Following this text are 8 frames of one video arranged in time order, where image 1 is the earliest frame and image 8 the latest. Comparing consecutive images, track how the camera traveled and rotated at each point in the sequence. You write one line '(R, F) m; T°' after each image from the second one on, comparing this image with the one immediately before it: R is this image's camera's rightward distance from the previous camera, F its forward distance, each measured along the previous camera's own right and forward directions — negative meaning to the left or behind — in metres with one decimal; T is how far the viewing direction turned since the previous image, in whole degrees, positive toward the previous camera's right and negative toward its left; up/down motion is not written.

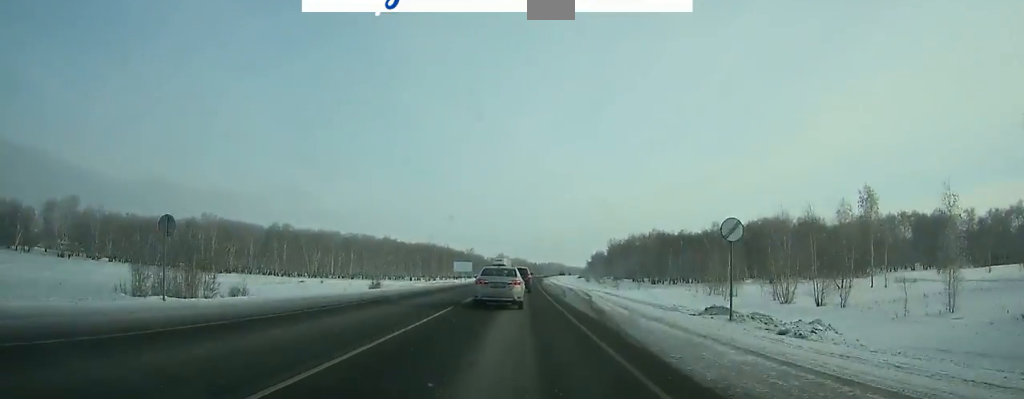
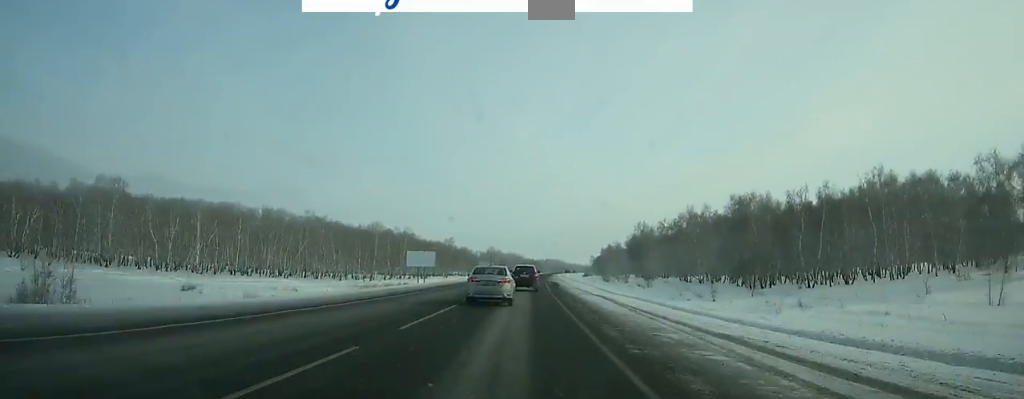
(+0.5, +73.6) m; +1°
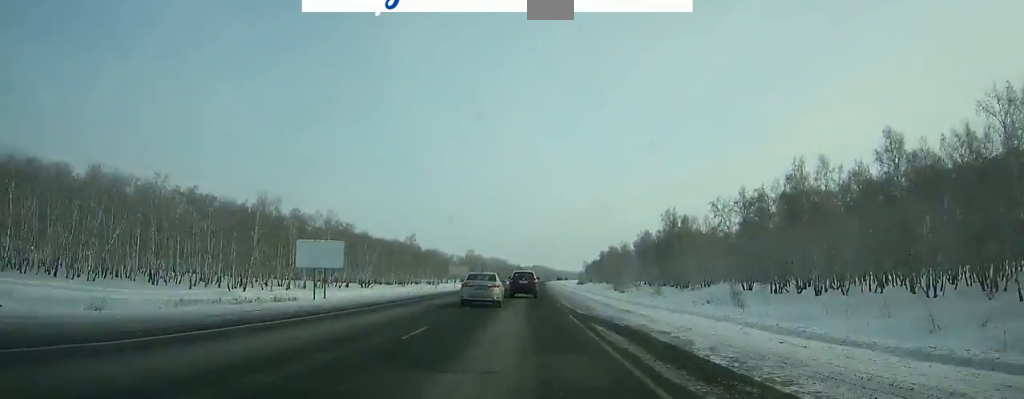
(+0.4, +57.5) m; 0°
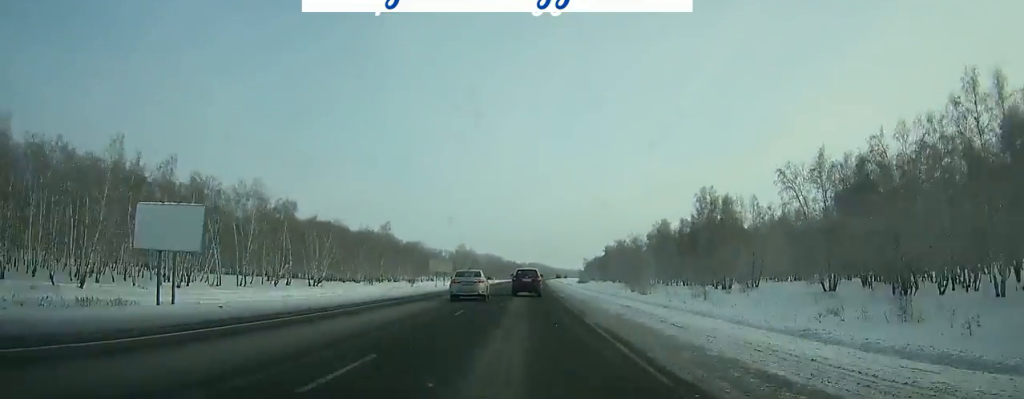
(+0.2, +31.9) m; 0°
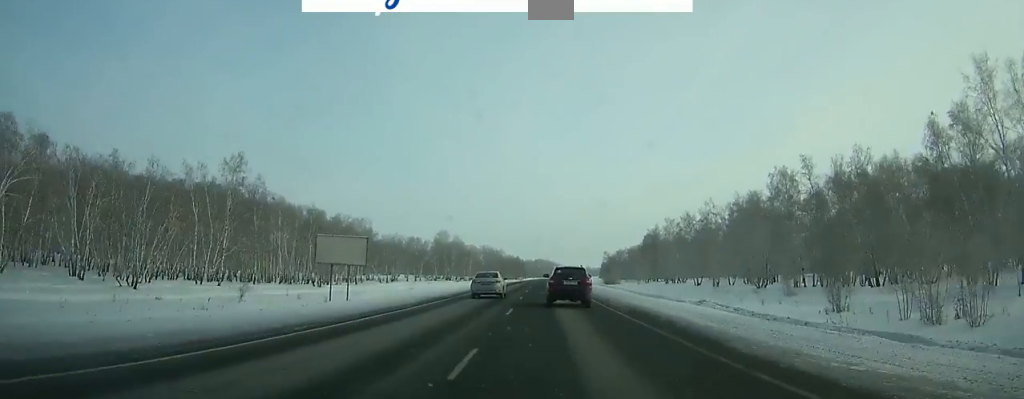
(-0.2, +87.1) m; 0°
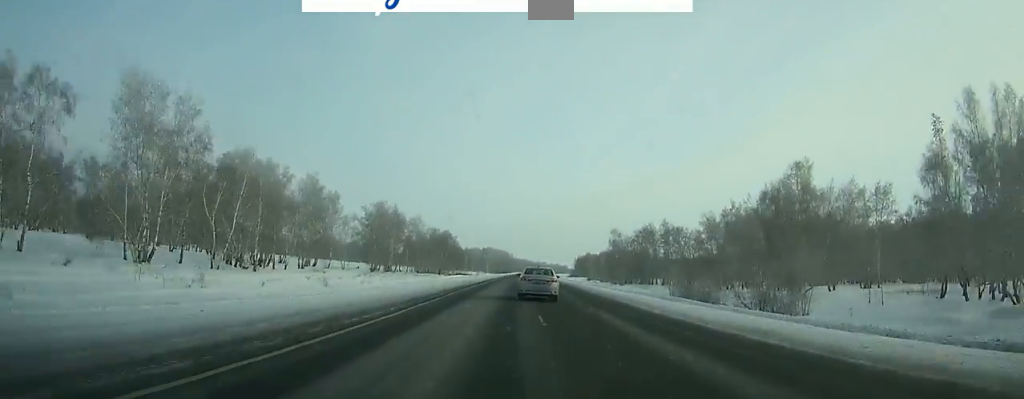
(+5.4, +159.3) m; +4°
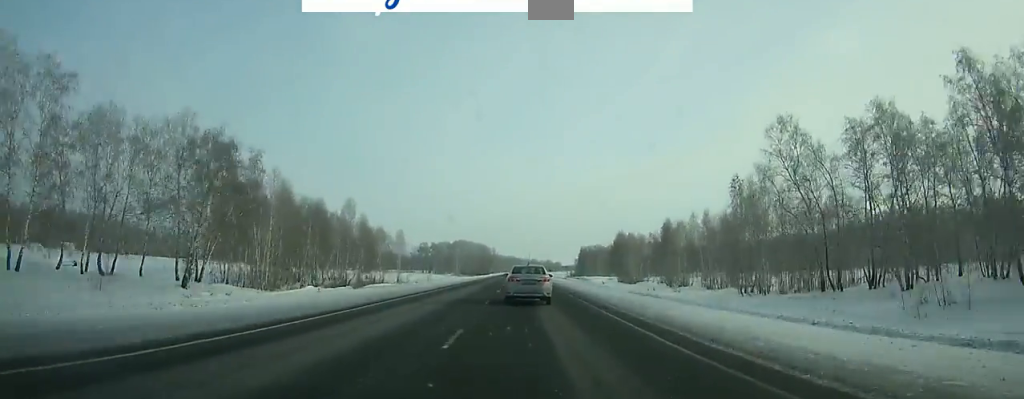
(+1.8, +123.3) m; +1°
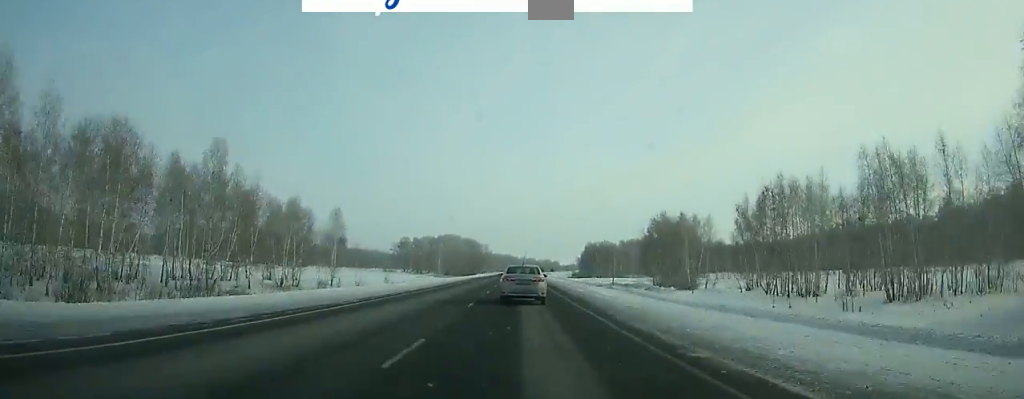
(0.0, +50.3) m; 0°
